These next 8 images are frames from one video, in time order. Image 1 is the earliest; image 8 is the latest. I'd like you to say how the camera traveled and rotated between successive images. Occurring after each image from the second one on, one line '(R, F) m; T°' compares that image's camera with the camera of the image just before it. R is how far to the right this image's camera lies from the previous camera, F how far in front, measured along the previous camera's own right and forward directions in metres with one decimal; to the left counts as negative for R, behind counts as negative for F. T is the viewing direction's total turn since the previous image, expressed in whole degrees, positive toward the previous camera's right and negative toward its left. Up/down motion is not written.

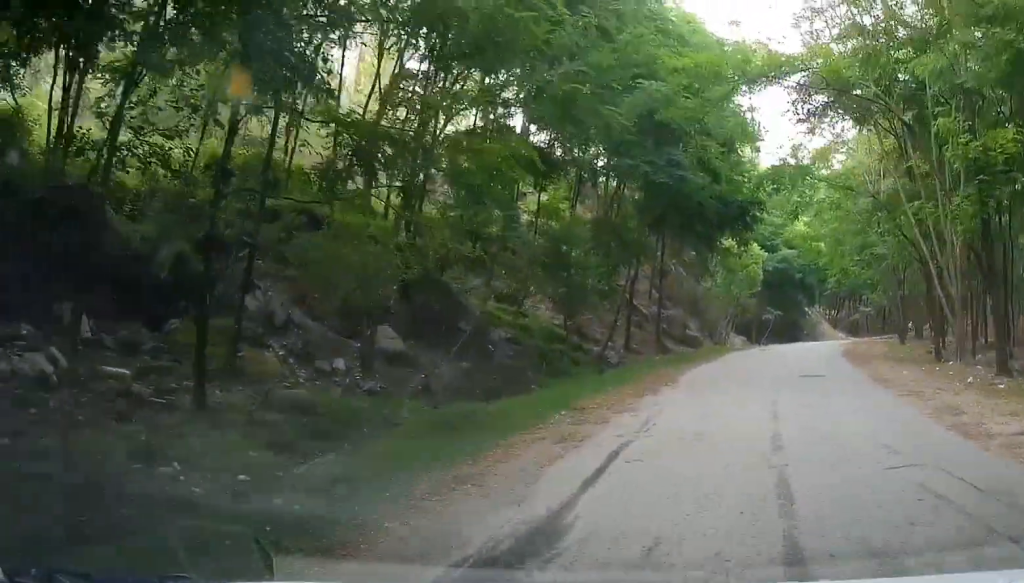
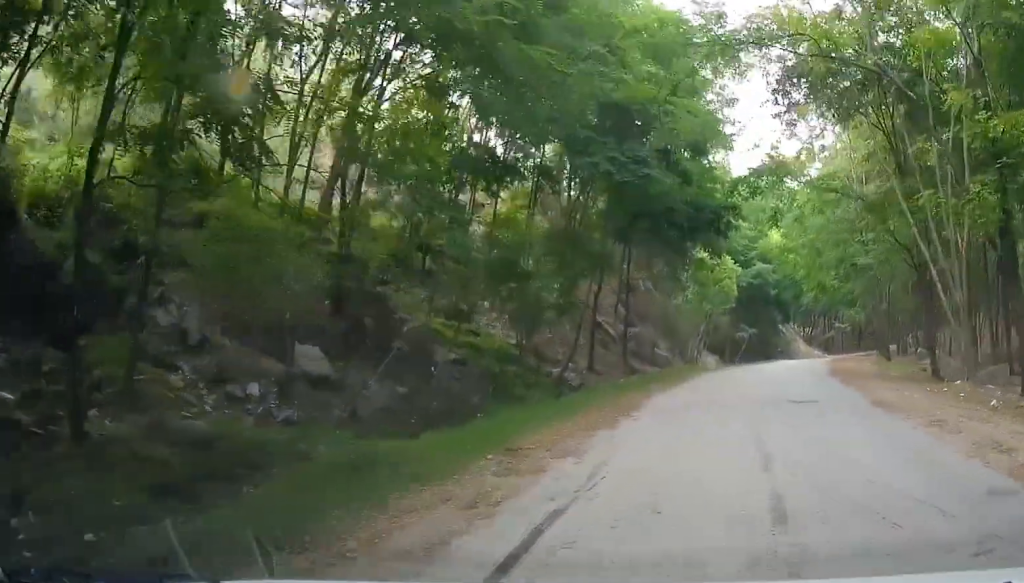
(0.0, +2.2) m; +3°
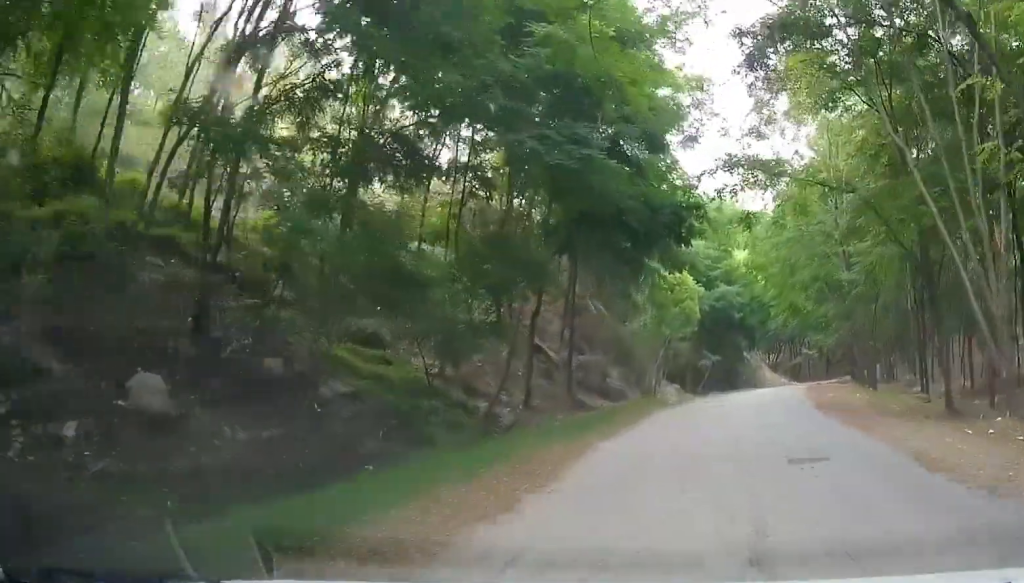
(+0.1, +3.7) m; +3°
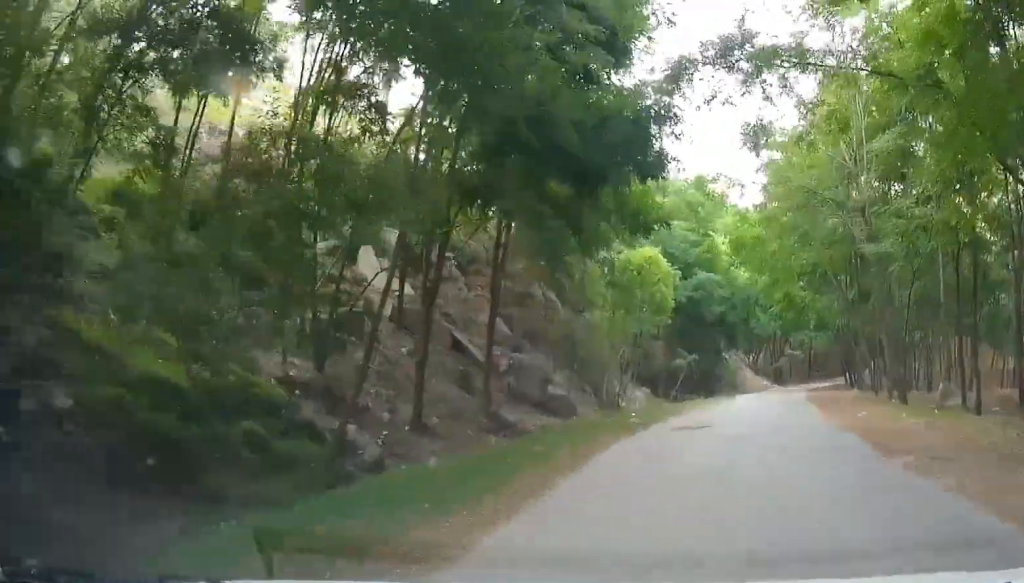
(+0.2, +6.2) m; +3°
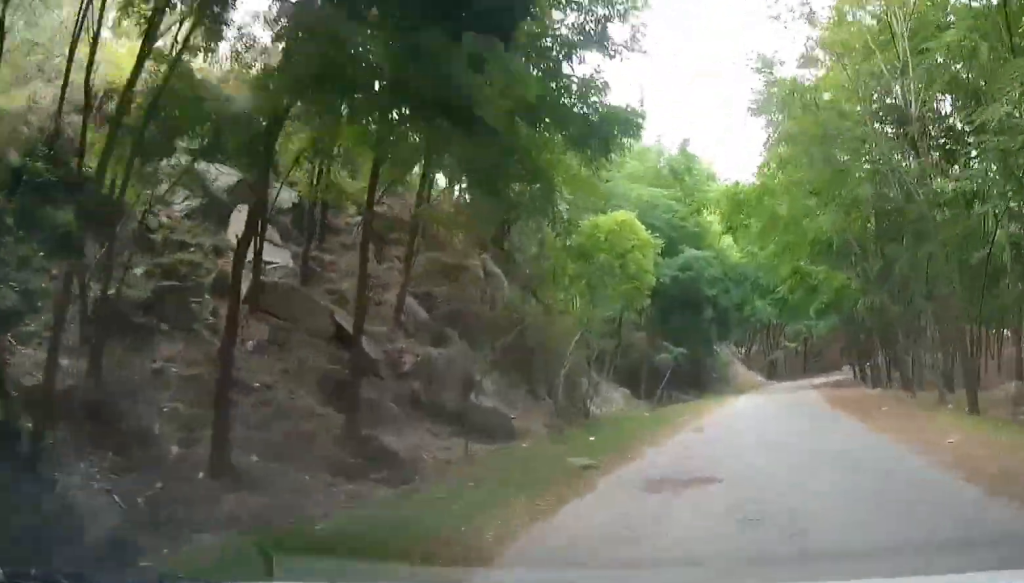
(+0.1, +5.6) m; +2°
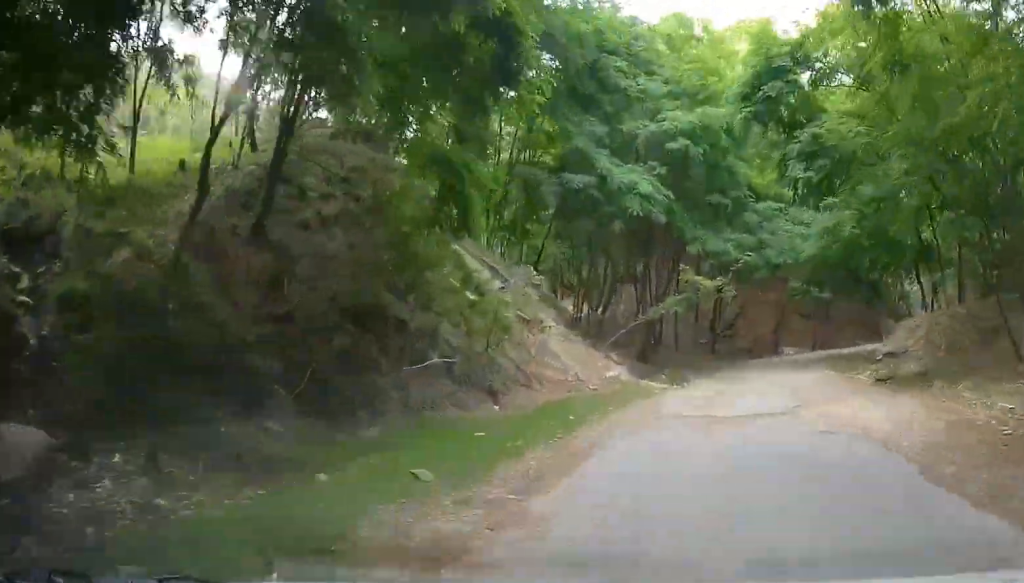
(+1.8, +35.2) m; +3°
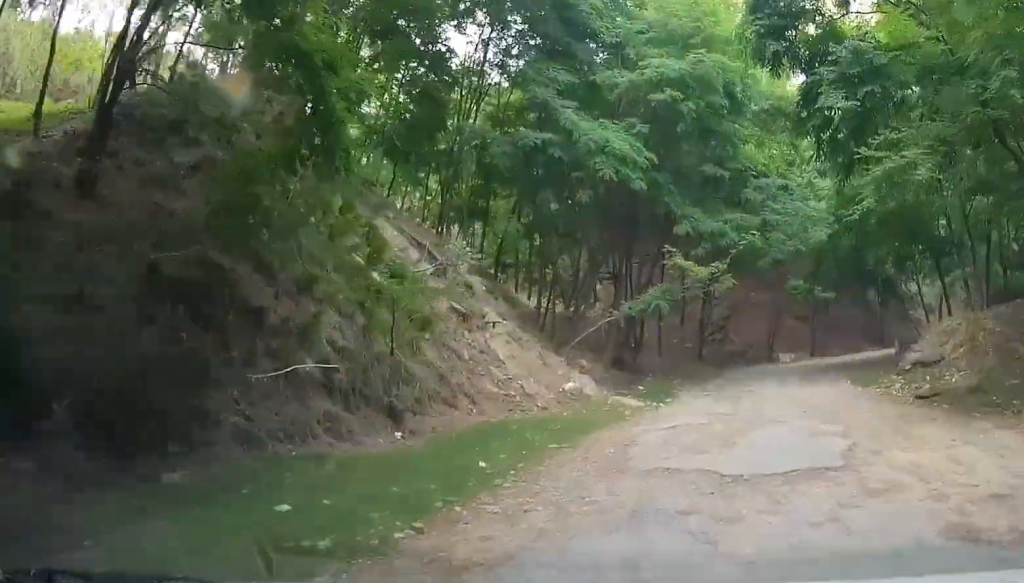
(-0.3, +5.9) m; 0°
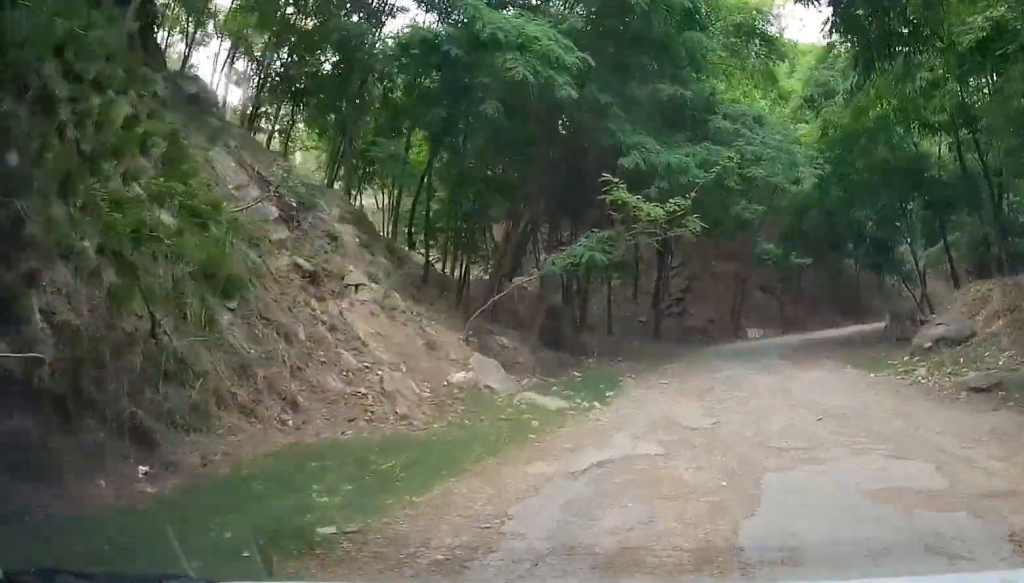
(+0.3, +7.2) m; +2°
